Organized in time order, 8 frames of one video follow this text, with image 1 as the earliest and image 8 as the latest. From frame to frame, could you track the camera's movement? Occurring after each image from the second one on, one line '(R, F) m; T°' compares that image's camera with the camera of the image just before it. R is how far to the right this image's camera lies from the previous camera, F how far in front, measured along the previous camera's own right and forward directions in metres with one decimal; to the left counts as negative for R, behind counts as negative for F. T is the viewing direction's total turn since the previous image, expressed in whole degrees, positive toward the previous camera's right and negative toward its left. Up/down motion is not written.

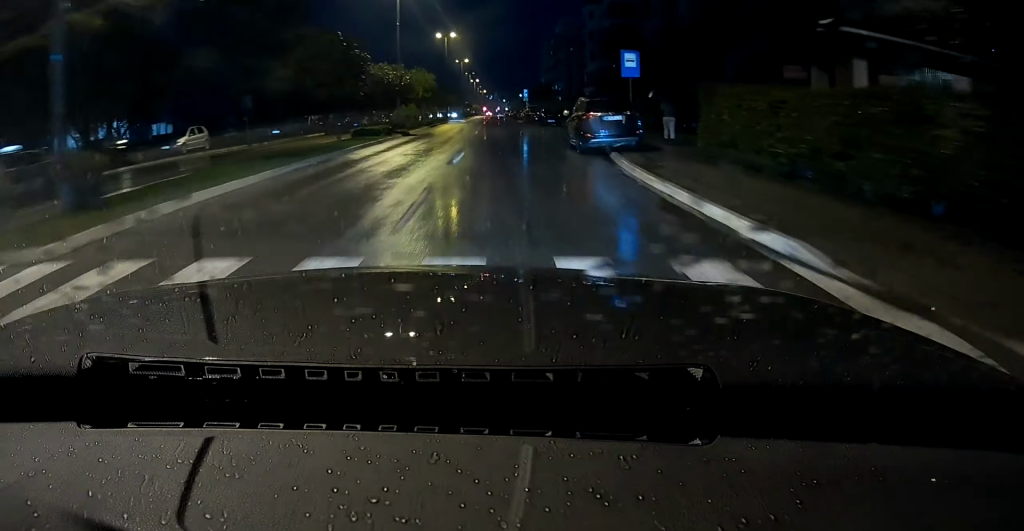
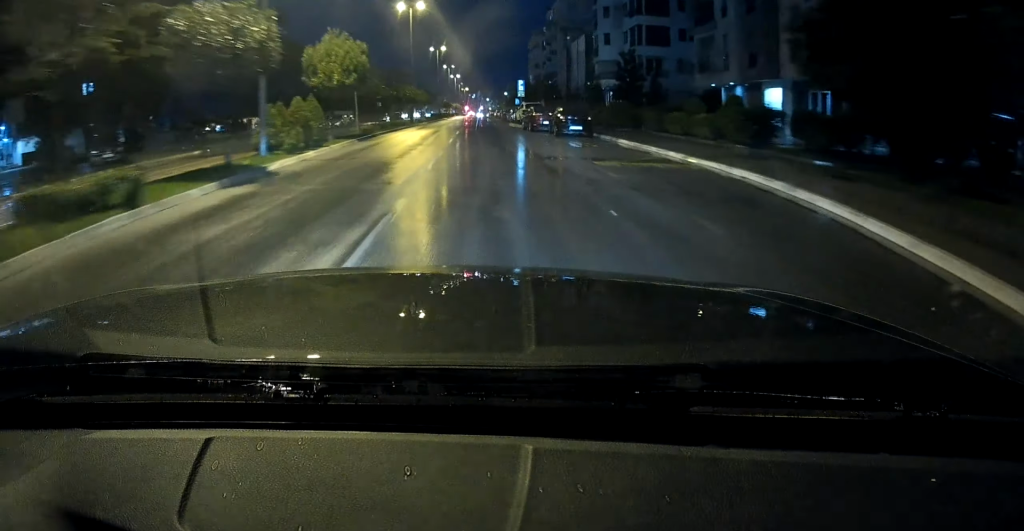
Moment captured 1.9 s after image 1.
(0.0, +20.7) m; +1°
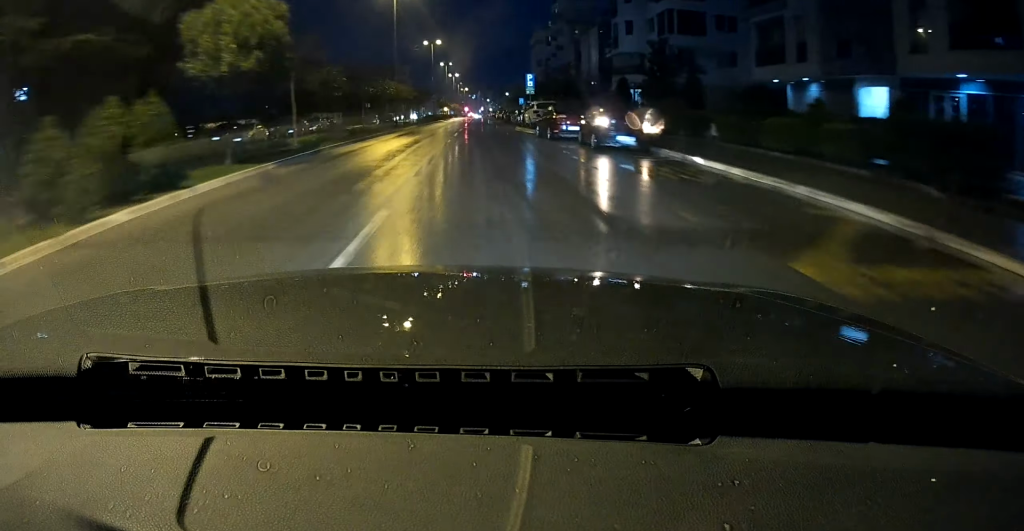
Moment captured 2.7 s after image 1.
(+0.1, +10.1) m; 0°
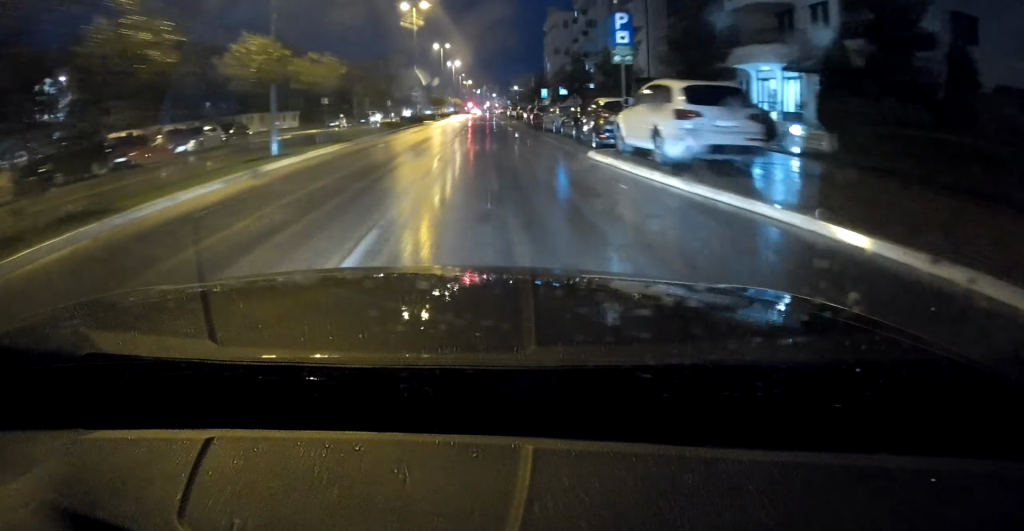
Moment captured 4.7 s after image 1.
(+0.5, +27.7) m; +1°
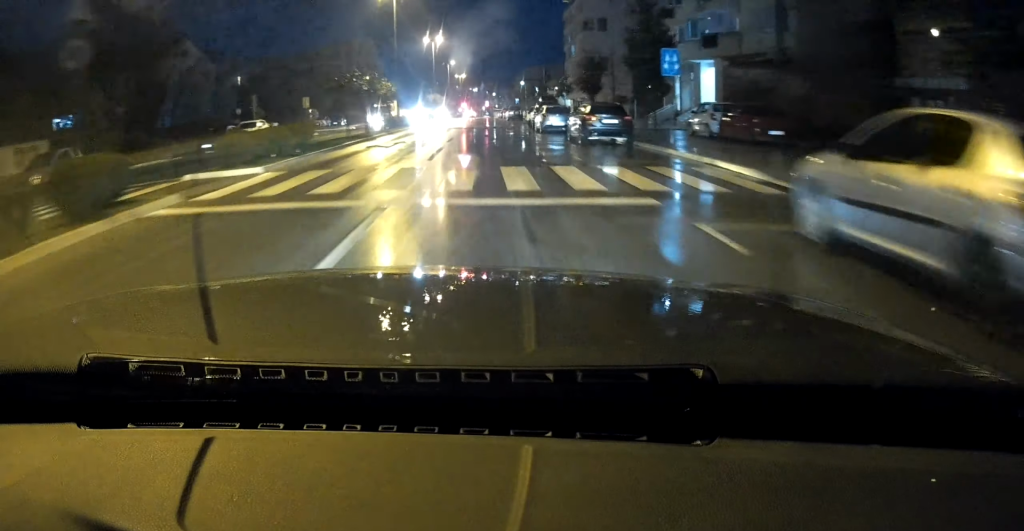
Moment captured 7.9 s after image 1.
(0.0, +46.3) m; 0°
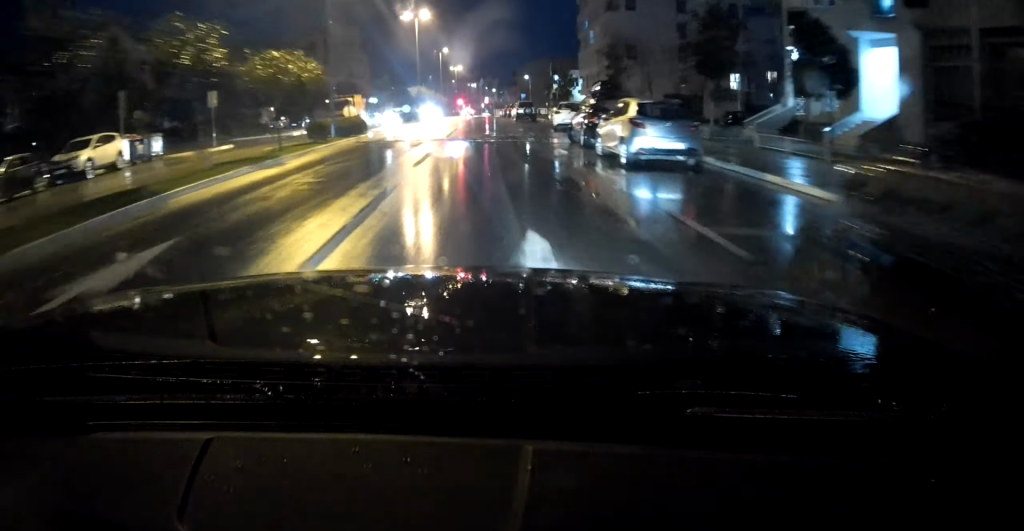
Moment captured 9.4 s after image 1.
(0.0, +18.4) m; 0°
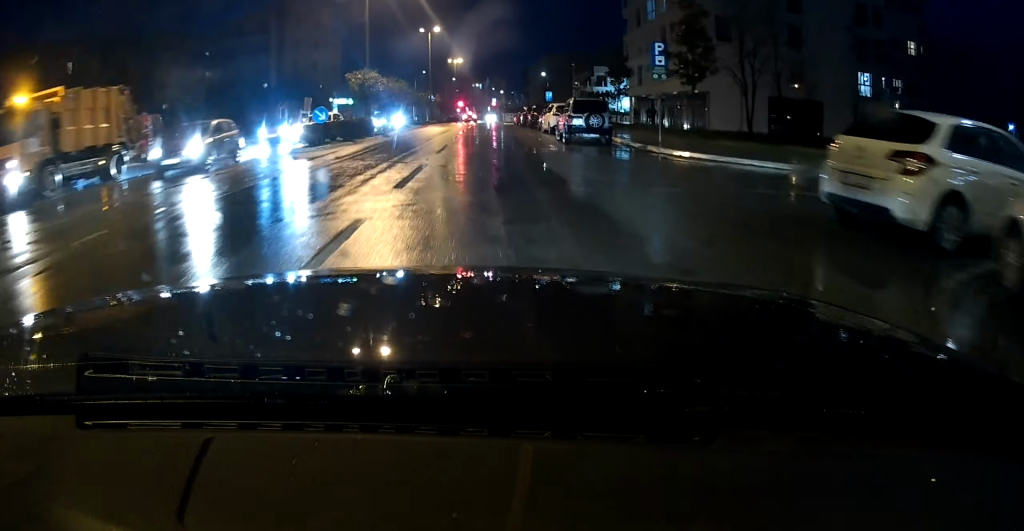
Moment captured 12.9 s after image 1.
(0.0, +38.3) m; -1°
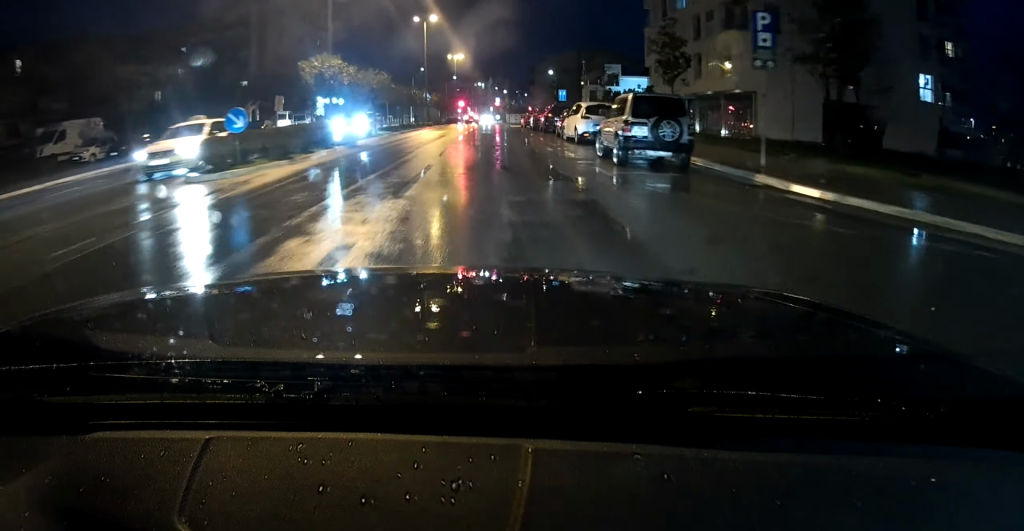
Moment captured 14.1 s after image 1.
(-0.1, +11.4) m; -1°
